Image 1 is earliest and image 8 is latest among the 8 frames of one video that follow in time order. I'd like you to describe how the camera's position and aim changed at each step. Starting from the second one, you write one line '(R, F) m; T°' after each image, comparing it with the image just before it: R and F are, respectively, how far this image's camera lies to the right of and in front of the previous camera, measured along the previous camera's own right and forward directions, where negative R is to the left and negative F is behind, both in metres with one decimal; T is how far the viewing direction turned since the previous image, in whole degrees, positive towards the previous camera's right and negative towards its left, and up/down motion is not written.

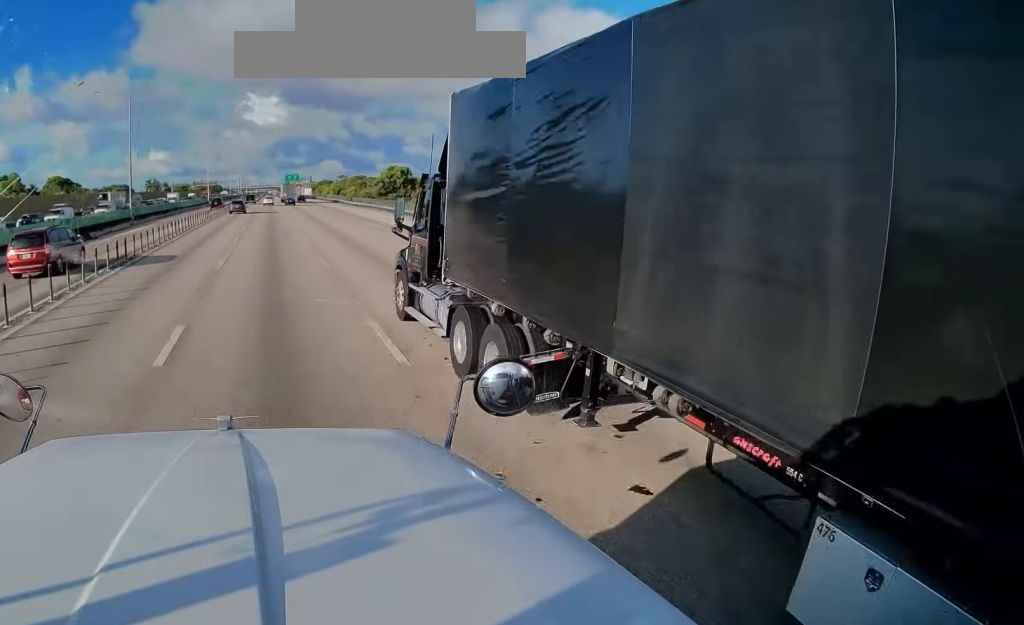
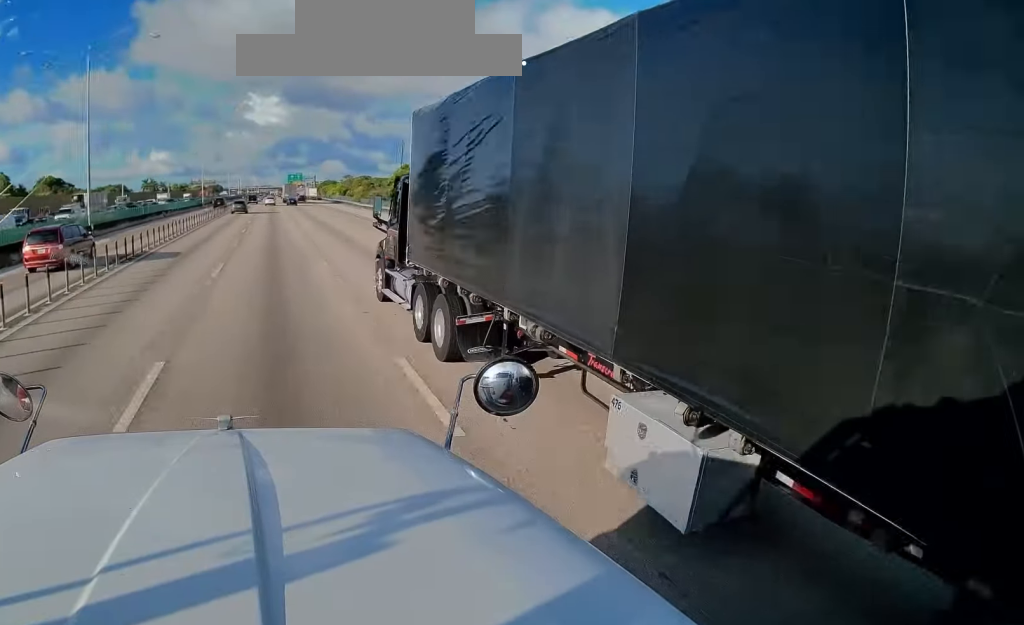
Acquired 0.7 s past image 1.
(0.0, +16.1) m; 0°
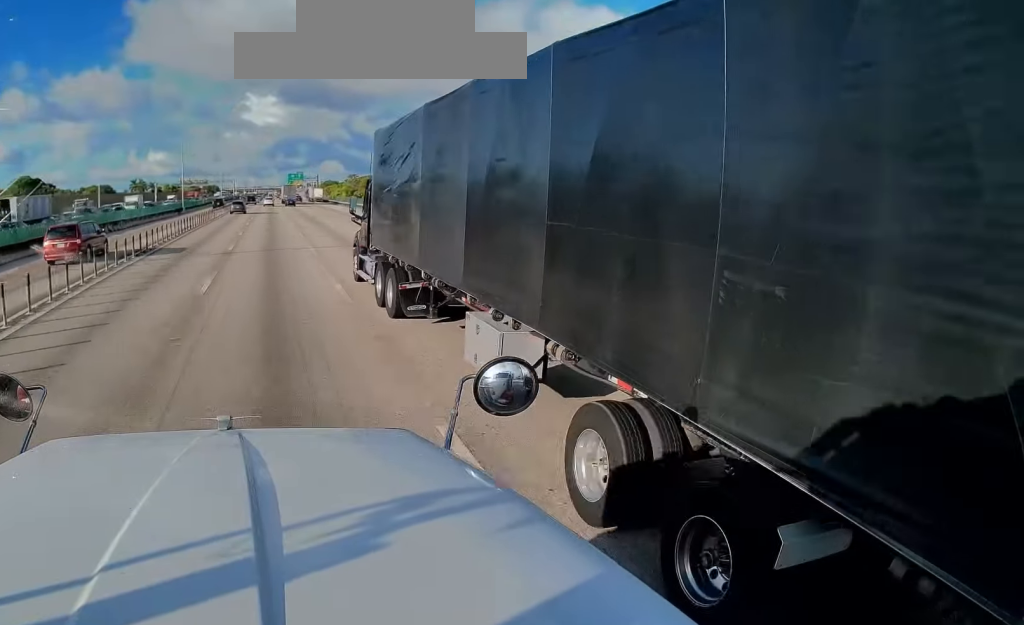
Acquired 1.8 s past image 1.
(-0.1, +28.3) m; 0°
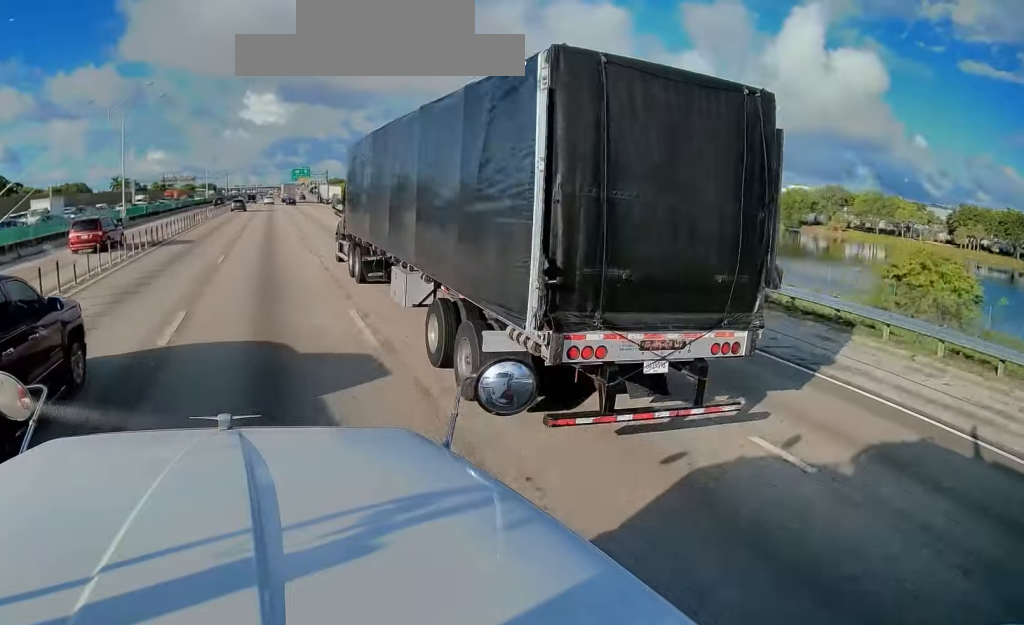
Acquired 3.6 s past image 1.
(+0.2, +43.3) m; 0°
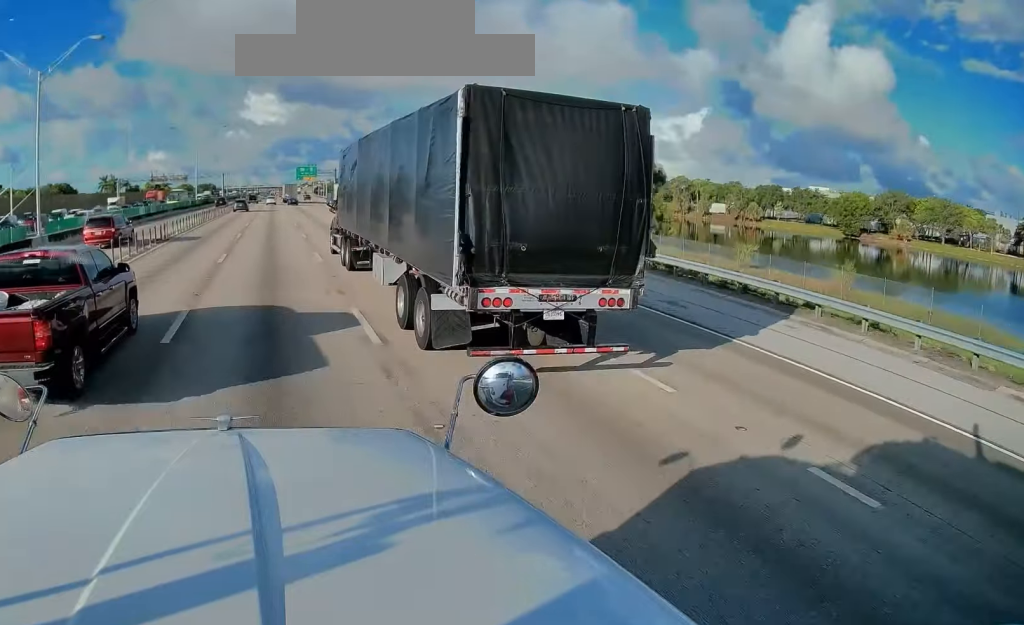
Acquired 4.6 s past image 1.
(-0.2, +24.5) m; 0°
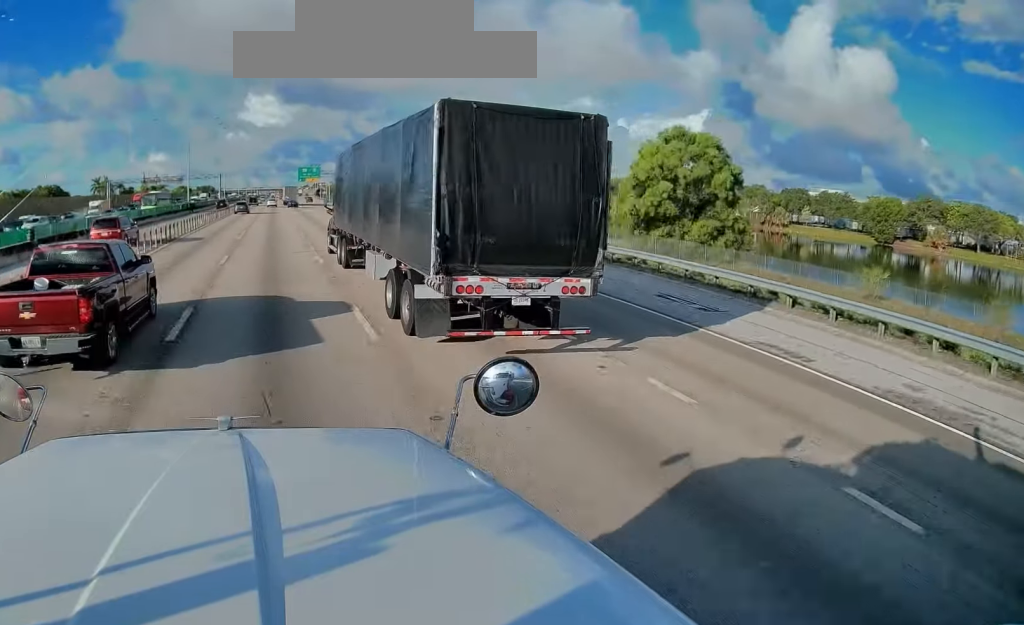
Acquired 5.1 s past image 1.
(0.0, +12.2) m; 0°
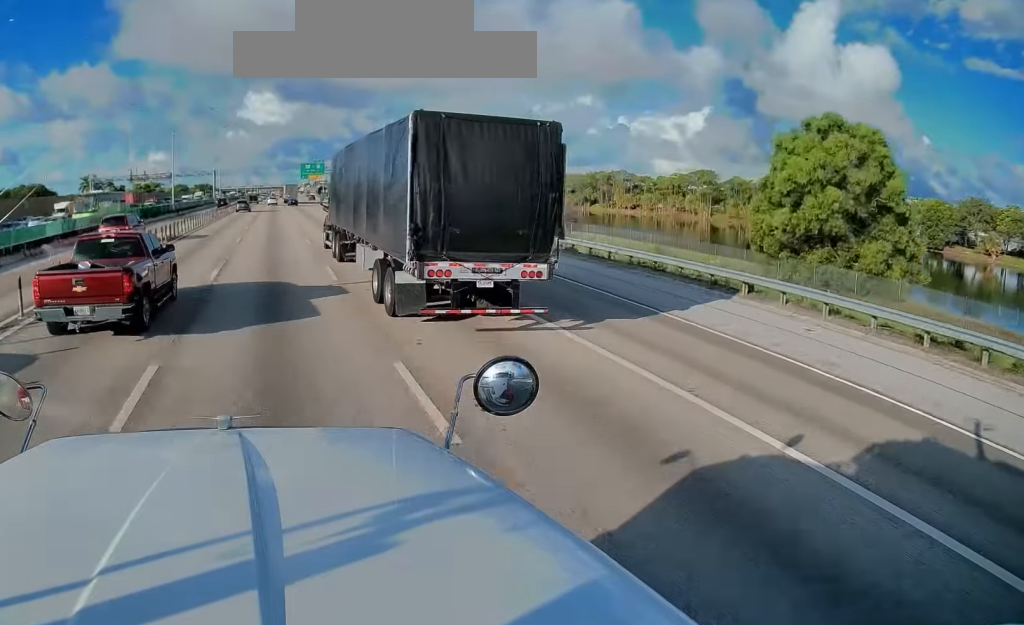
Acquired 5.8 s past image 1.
(0.0, +17.1) m; 0°
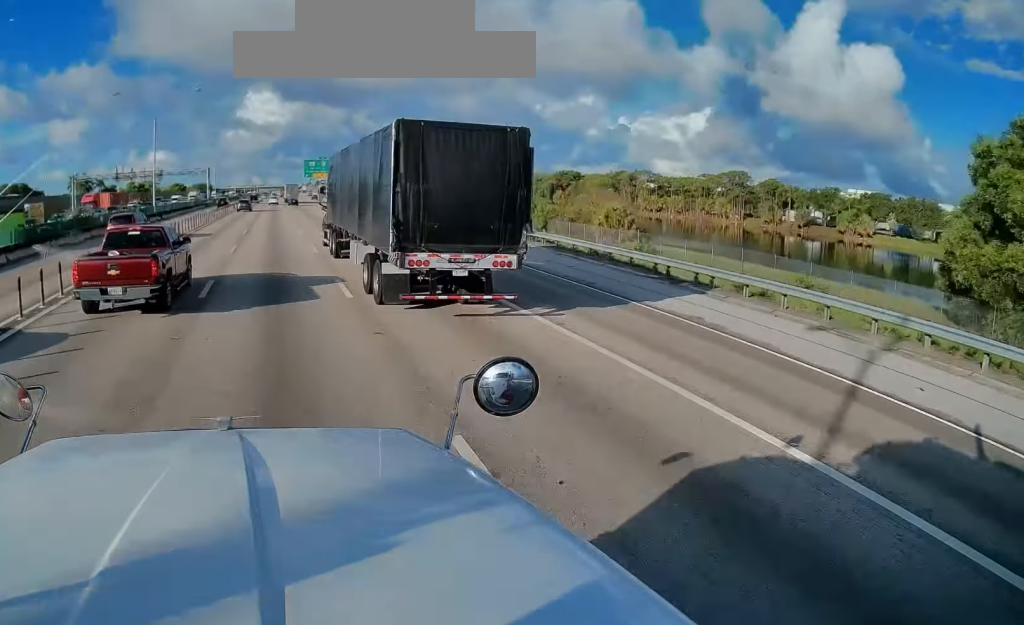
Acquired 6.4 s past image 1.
(0.0, +15.5) m; 0°
